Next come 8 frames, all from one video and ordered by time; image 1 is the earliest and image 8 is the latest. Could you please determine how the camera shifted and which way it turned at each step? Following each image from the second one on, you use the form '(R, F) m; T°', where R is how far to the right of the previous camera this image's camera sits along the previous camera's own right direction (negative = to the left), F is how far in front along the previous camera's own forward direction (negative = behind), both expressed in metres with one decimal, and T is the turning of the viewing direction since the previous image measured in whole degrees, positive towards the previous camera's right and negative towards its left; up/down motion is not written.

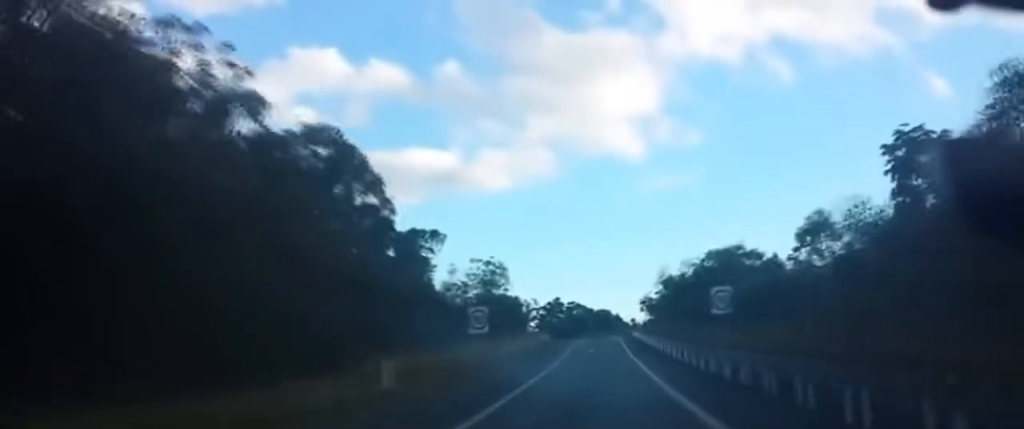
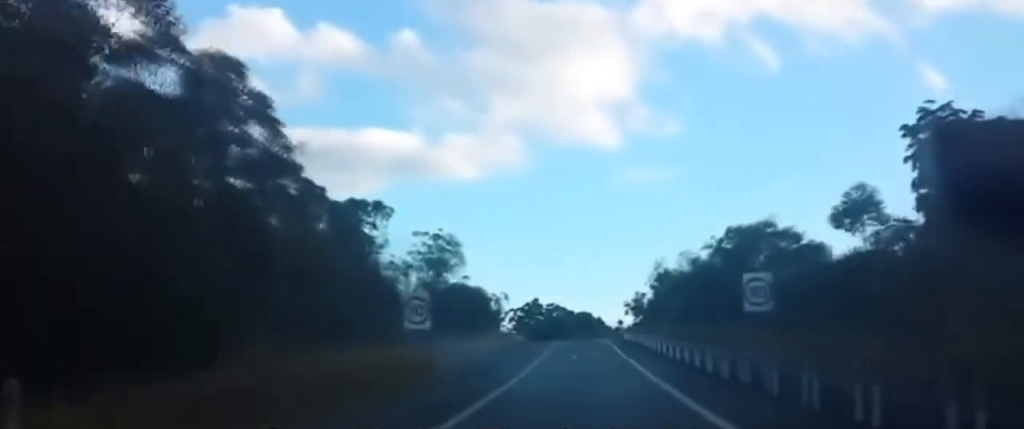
(-0.2, +15.3) m; +2°
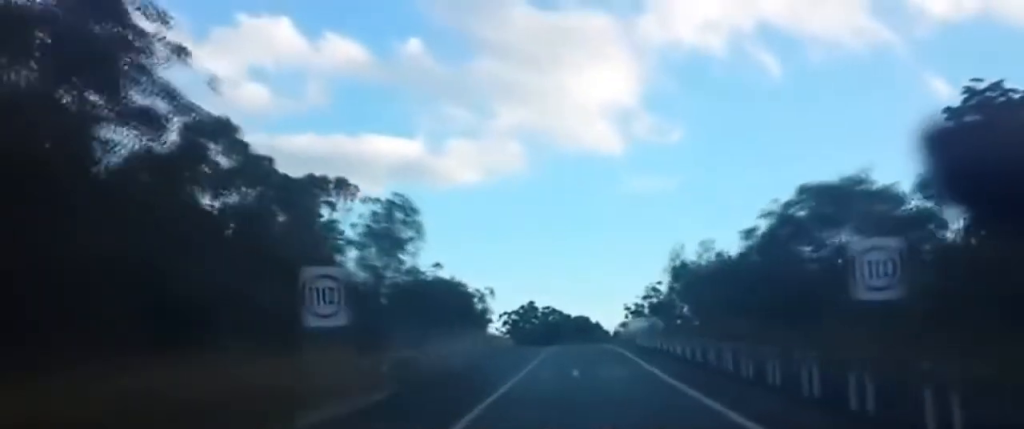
(+0.4, +16.3) m; +5°
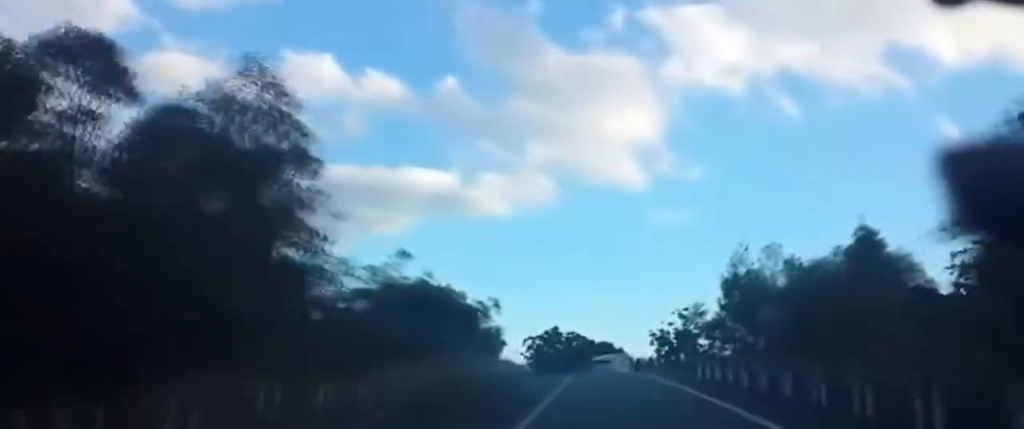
(+1.2, +22.0) m; +1°
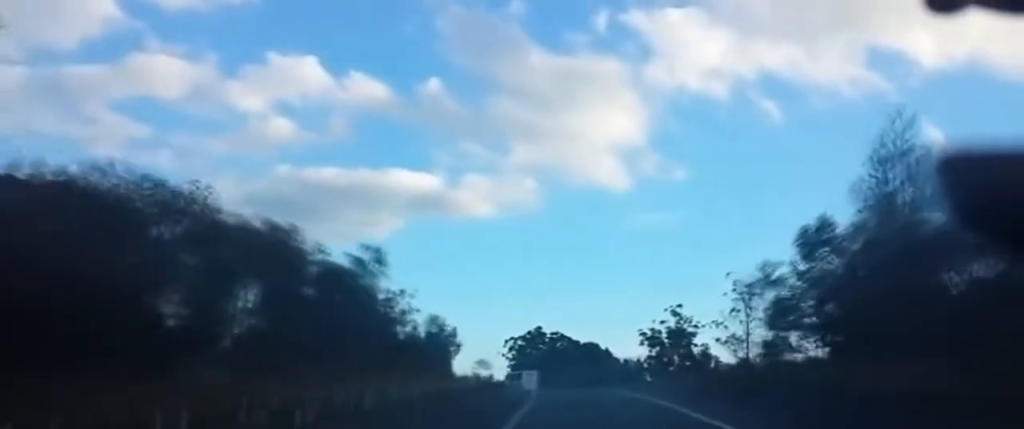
(-1.8, +31.8) m; -1°
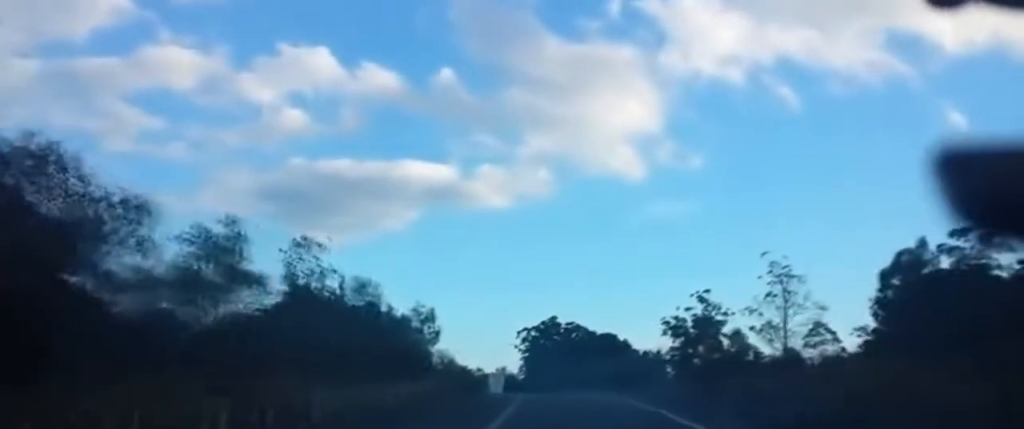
(+1.5, +23.7) m; +2°
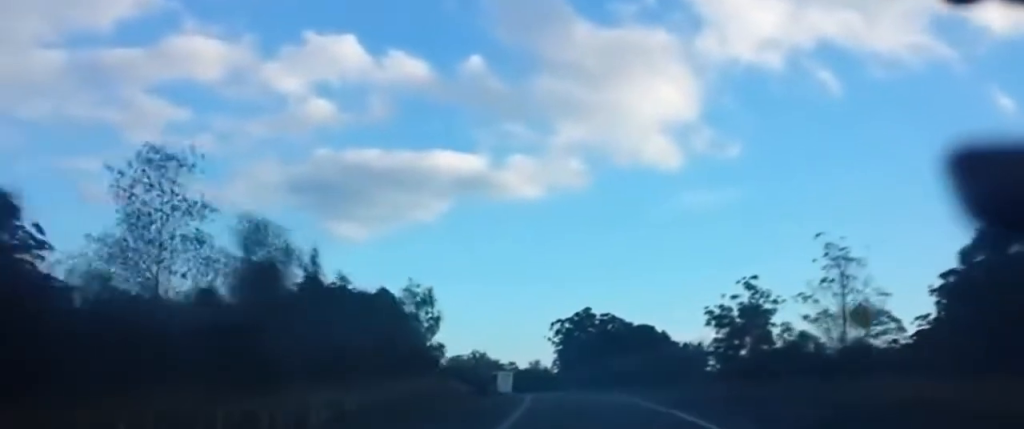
(-0.7, +14.6) m; -1°
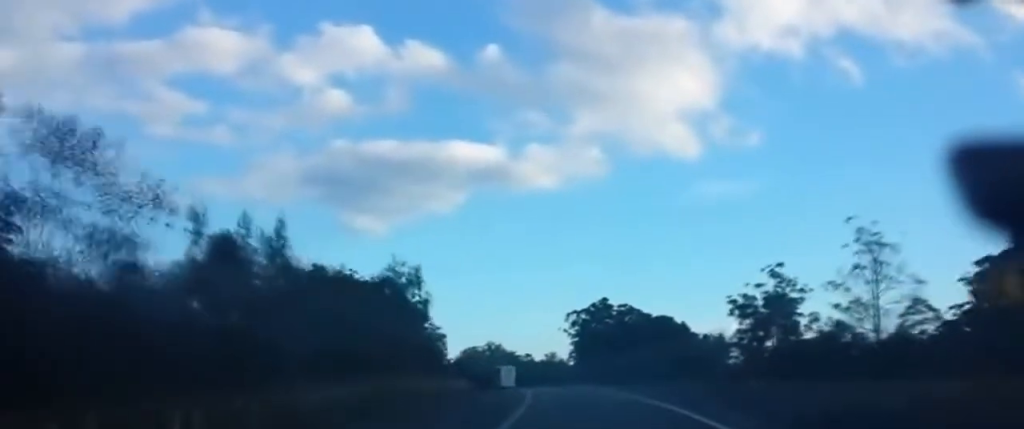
(-0.2, +9.2) m; -1°
